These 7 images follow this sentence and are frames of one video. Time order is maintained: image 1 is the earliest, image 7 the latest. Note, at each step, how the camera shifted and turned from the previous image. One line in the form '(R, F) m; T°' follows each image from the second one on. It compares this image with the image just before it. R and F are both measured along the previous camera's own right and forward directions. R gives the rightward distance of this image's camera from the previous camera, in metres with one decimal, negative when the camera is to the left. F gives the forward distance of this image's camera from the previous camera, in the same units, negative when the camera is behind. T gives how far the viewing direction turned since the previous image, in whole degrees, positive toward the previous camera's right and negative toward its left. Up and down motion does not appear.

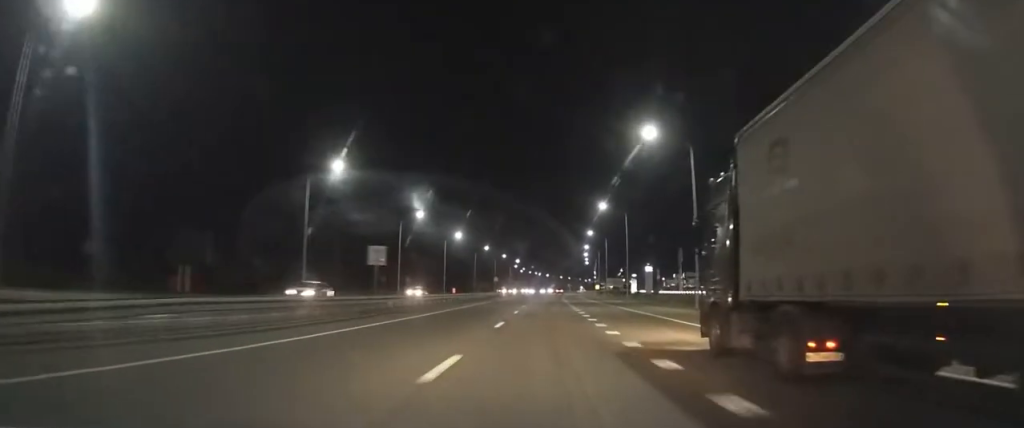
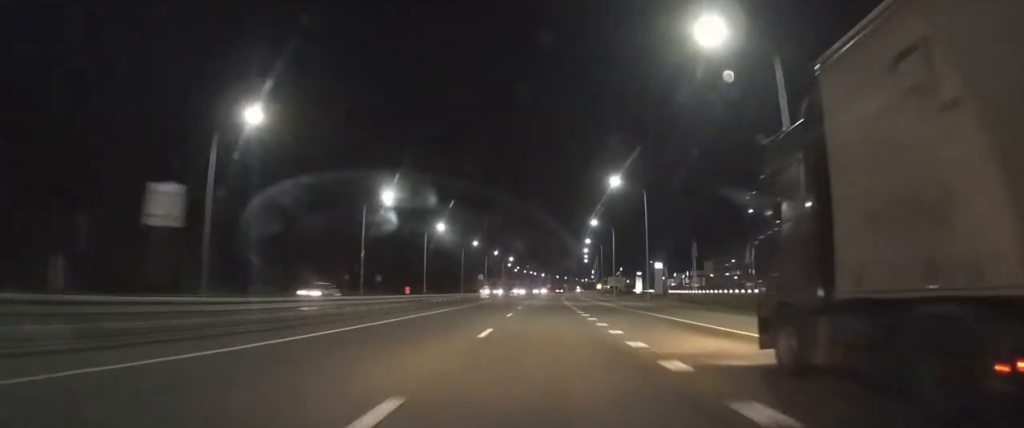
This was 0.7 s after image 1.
(+0.2, +16.2) m; +1°
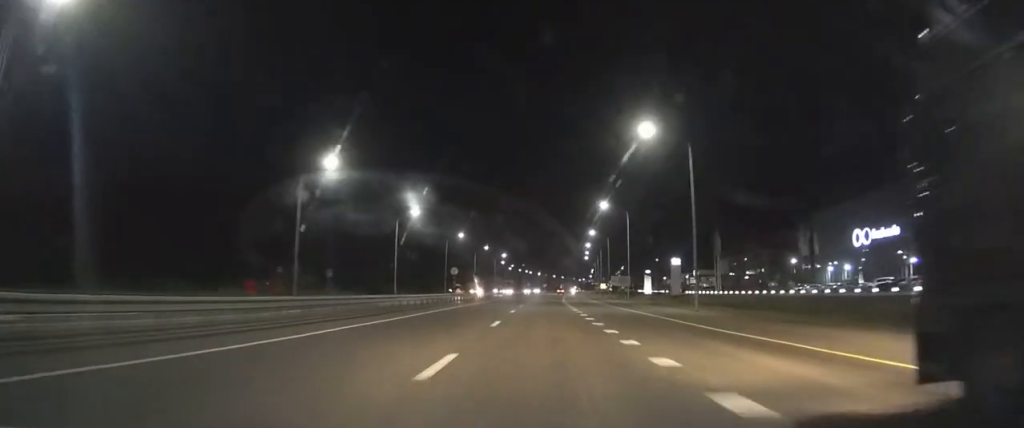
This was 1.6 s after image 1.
(0.0, +18.8) m; 0°
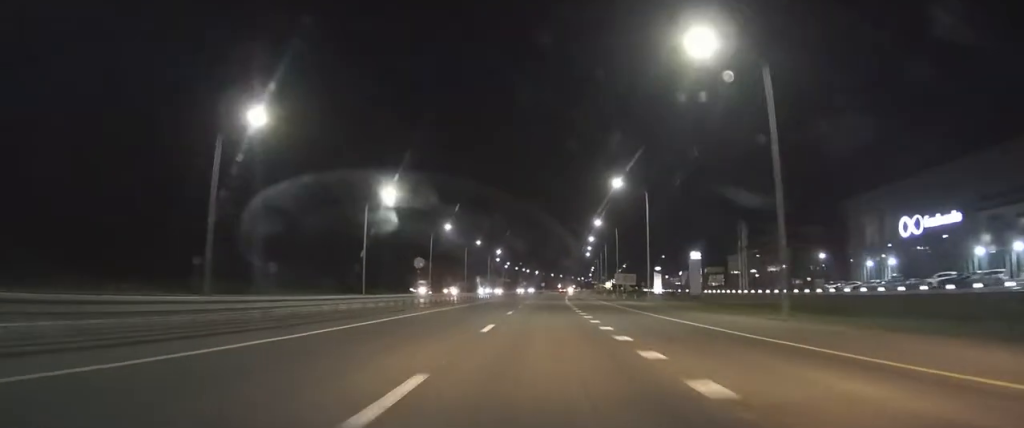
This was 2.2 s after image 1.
(0.0, +14.5) m; 0°
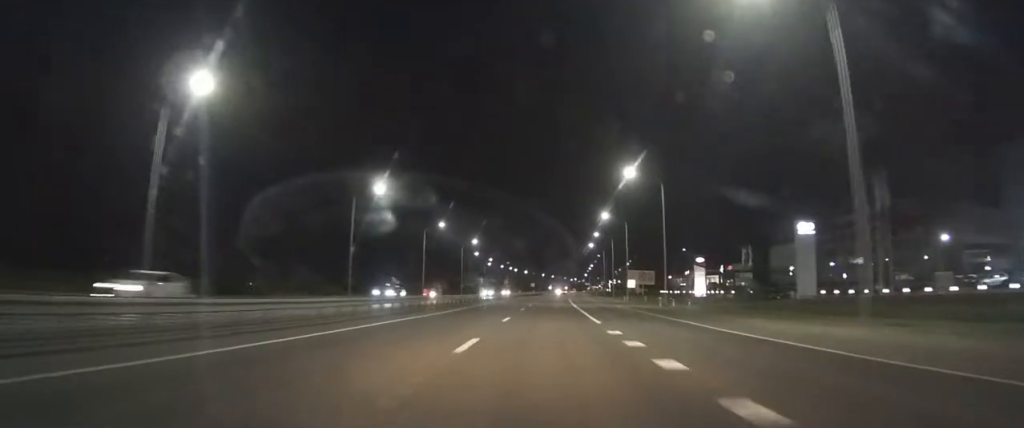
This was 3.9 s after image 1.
(0.0, +40.4) m; 0°
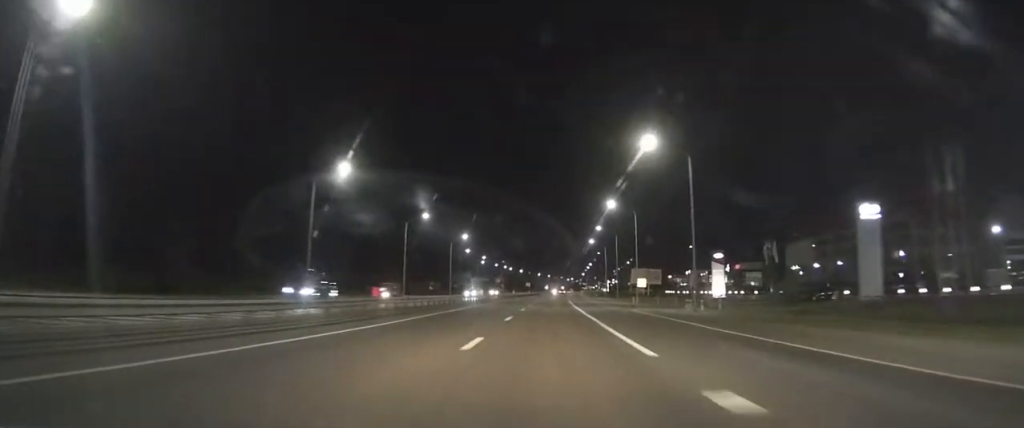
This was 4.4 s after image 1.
(+0.1, +11.1) m; +1°
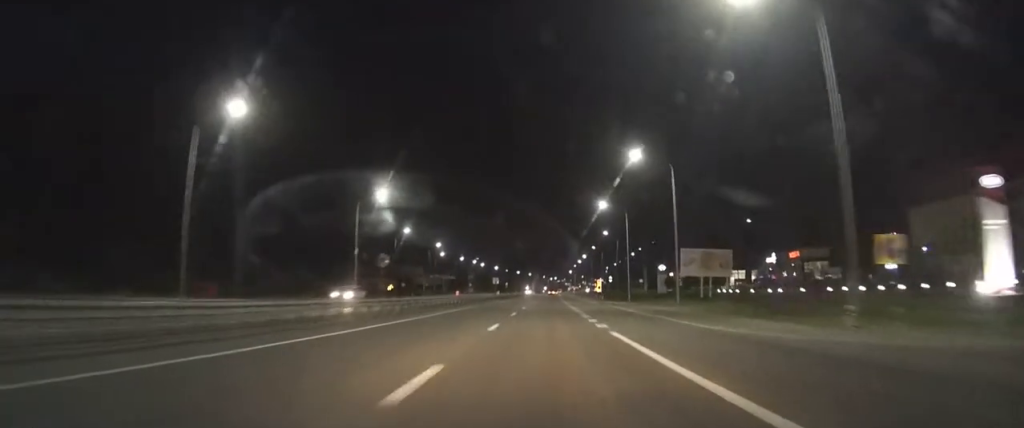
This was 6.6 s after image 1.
(+0.8, +52.9) m; +2°
